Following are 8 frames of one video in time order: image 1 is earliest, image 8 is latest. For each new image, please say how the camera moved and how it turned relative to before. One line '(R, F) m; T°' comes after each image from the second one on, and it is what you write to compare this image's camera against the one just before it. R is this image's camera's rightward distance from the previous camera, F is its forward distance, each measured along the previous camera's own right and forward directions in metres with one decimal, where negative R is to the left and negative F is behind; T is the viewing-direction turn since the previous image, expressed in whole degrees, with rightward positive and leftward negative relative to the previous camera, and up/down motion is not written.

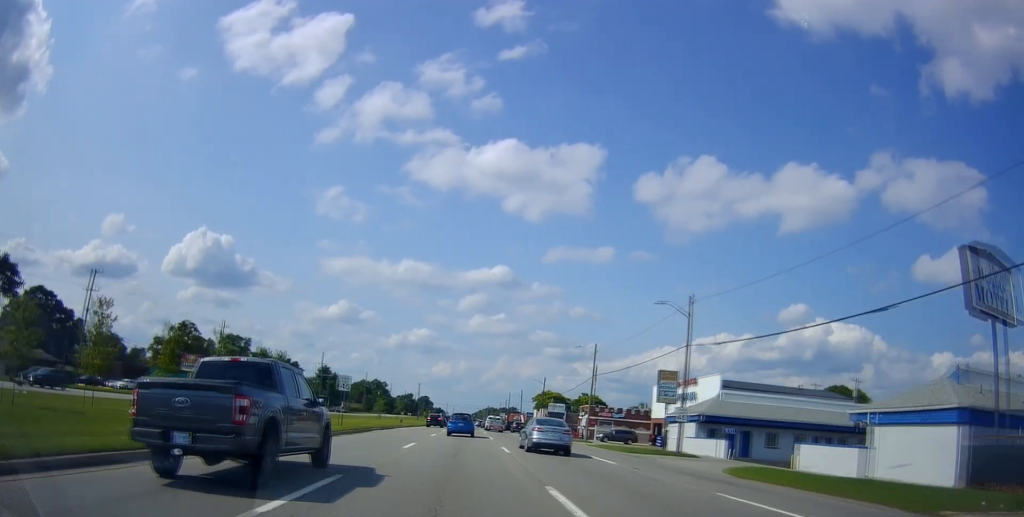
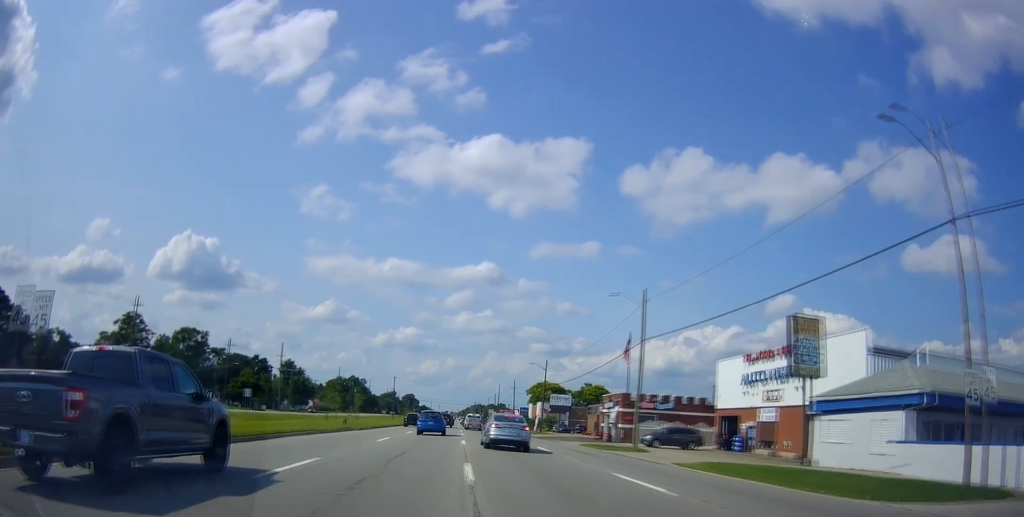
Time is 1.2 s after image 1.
(+0.1, +26.5) m; +1°
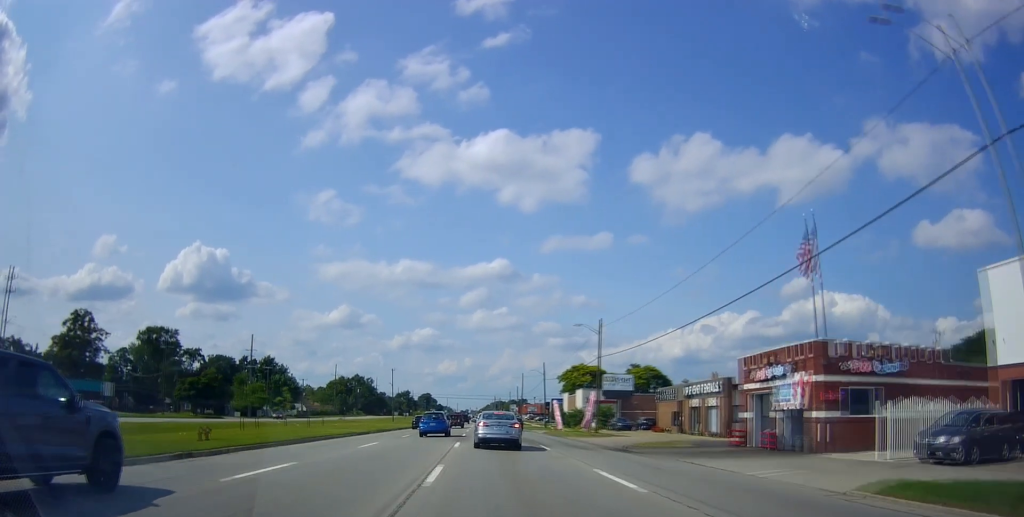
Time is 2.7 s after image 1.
(-0.1, +31.7) m; -1°
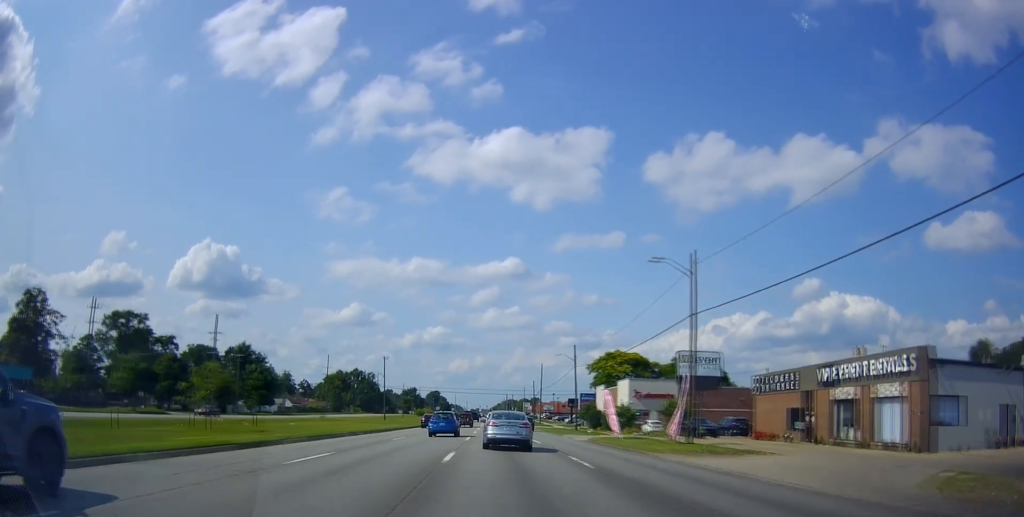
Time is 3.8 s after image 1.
(-0.2, +23.5) m; -1°
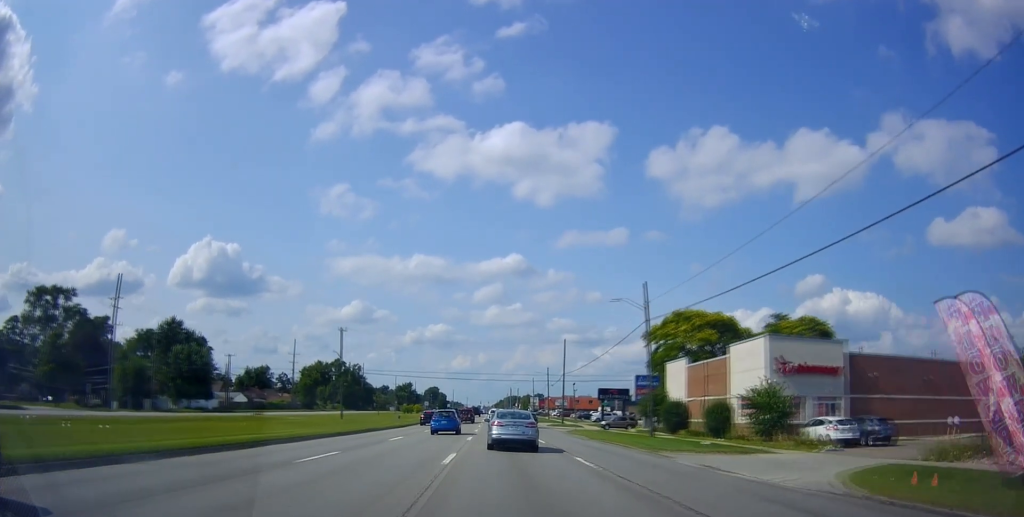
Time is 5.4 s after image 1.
(-0.9, +33.9) m; -3°
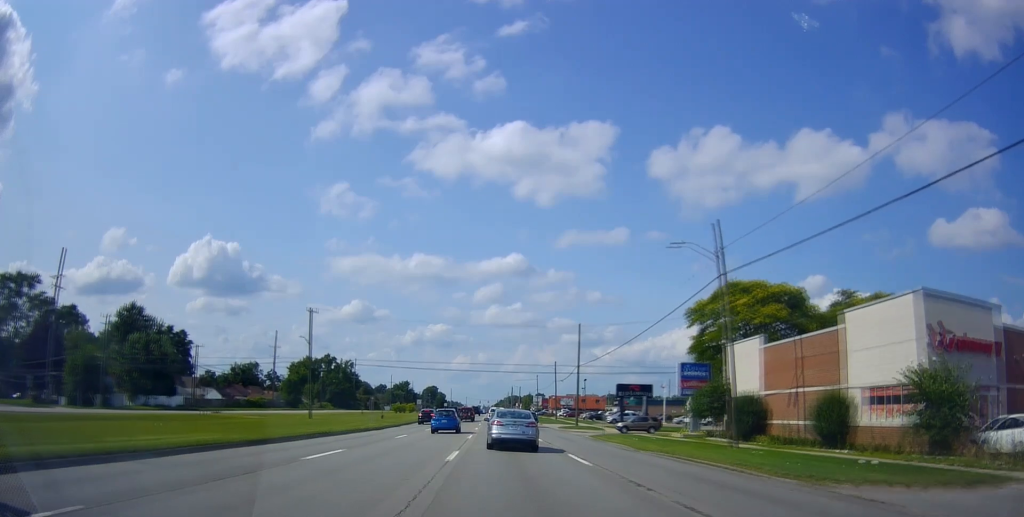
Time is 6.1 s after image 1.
(0.0, +13.8) m; +1°
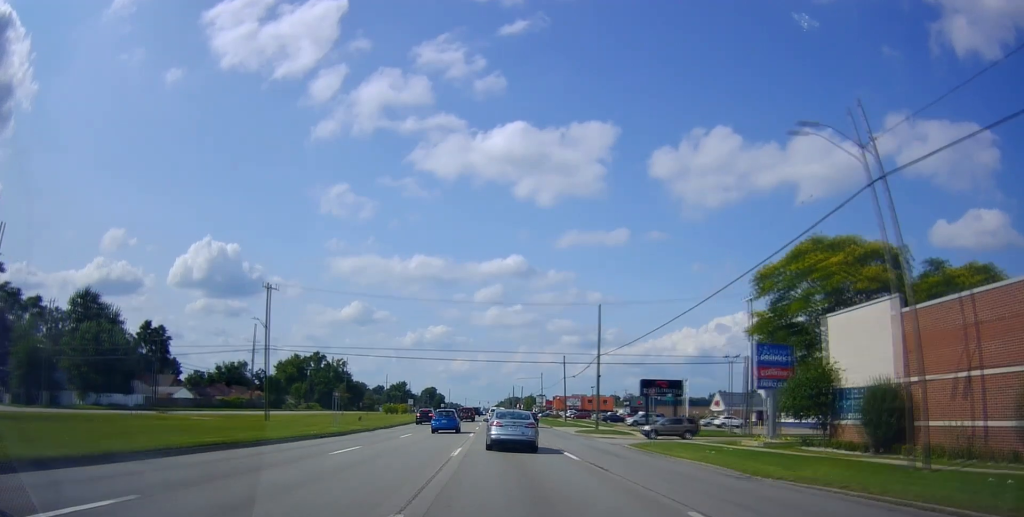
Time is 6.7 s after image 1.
(+0.1, +12.9) m; +1°
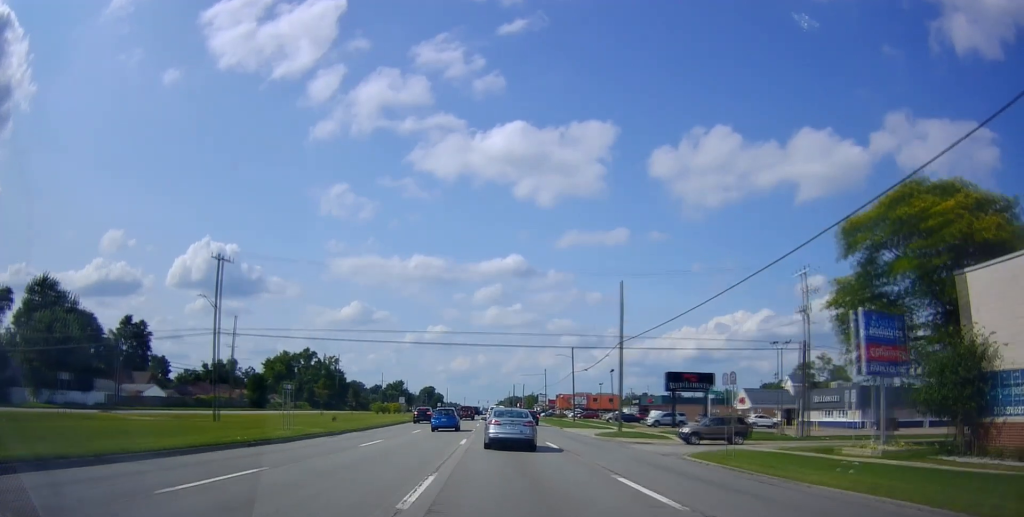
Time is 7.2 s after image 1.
(0.0, +10.2) m; +1°
